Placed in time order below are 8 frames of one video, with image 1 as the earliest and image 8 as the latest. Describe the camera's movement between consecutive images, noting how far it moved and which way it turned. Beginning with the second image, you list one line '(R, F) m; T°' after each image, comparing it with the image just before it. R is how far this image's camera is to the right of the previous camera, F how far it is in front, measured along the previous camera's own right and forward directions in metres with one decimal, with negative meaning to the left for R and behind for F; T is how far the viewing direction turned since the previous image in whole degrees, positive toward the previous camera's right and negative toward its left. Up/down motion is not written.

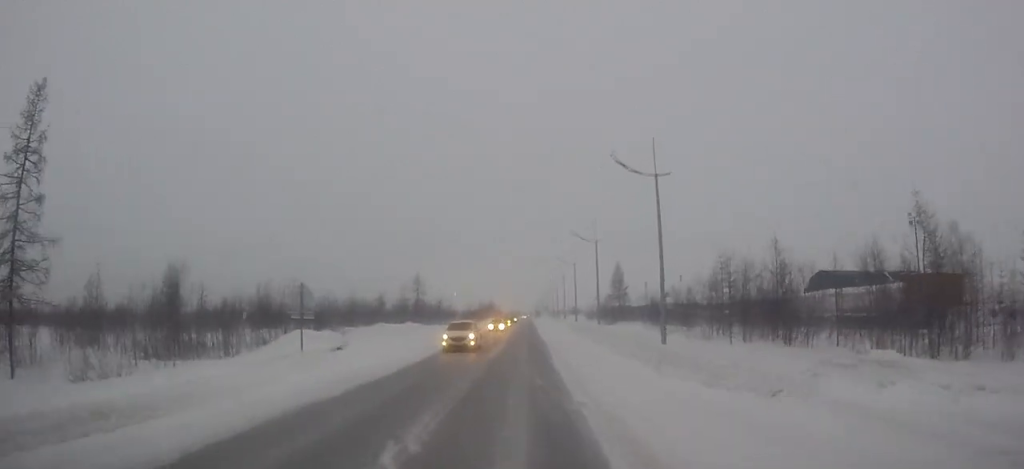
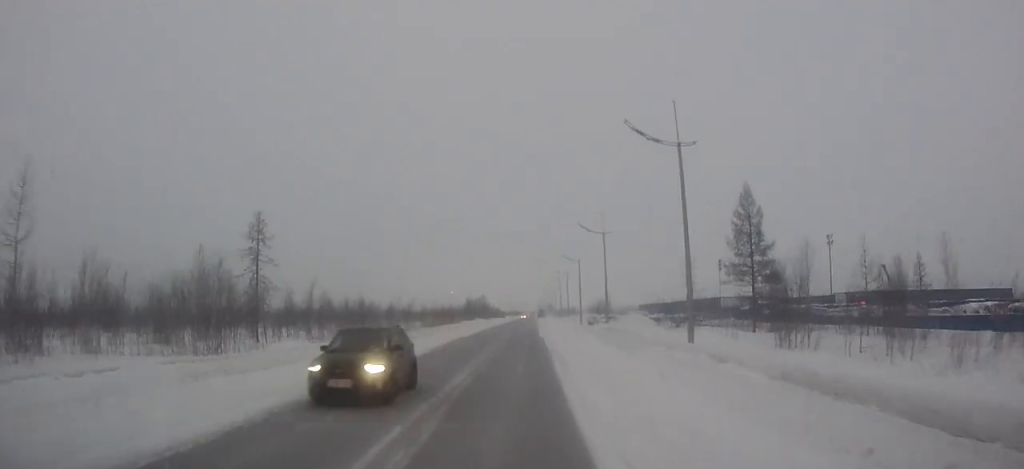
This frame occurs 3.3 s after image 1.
(-0.1, +64.6) m; 0°
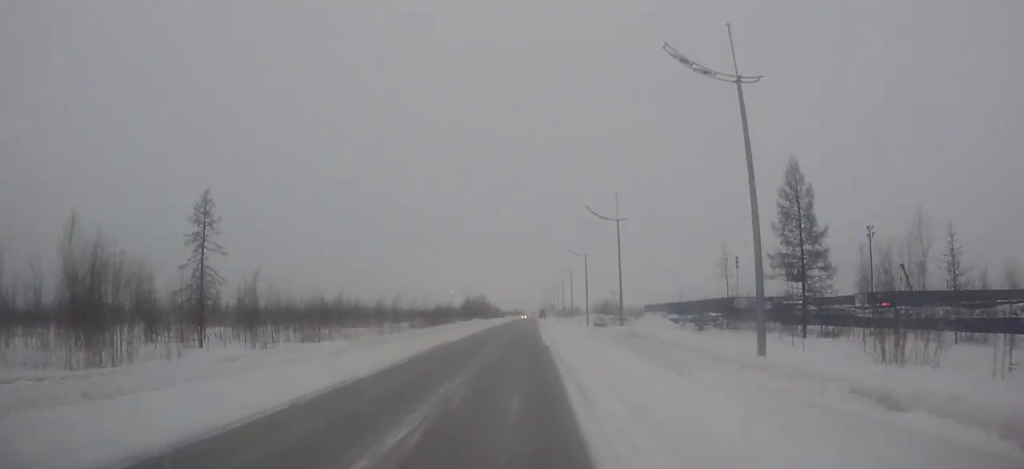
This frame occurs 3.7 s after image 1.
(0.0, +8.4) m; 0°
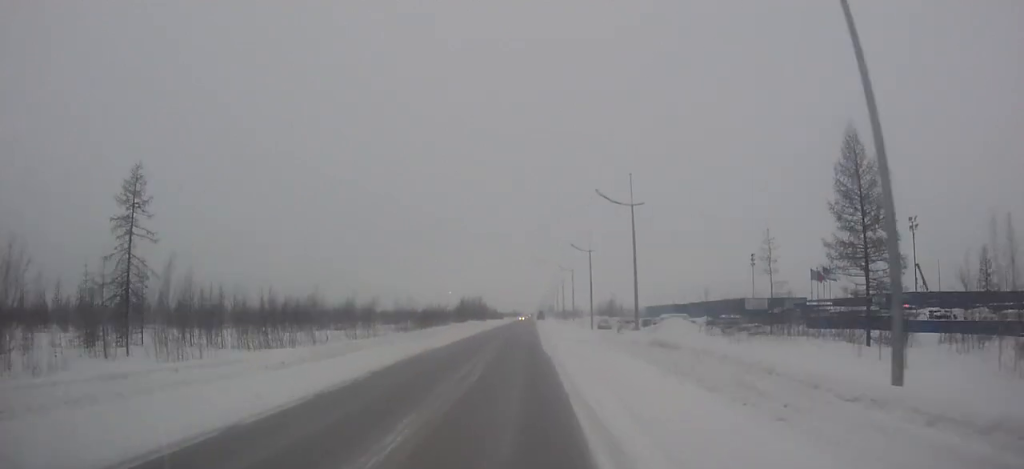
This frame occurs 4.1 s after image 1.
(0.0, +7.7) m; 0°
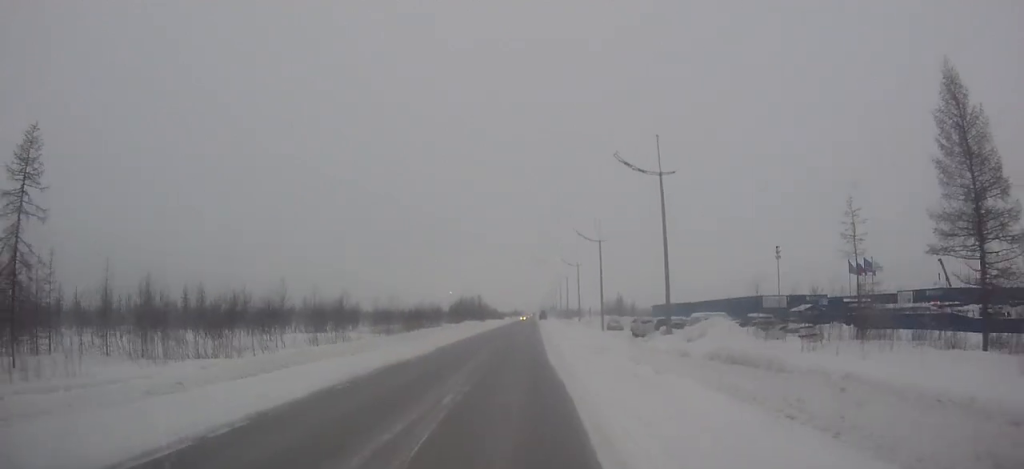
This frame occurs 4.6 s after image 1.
(0.0, +9.0) m; 0°
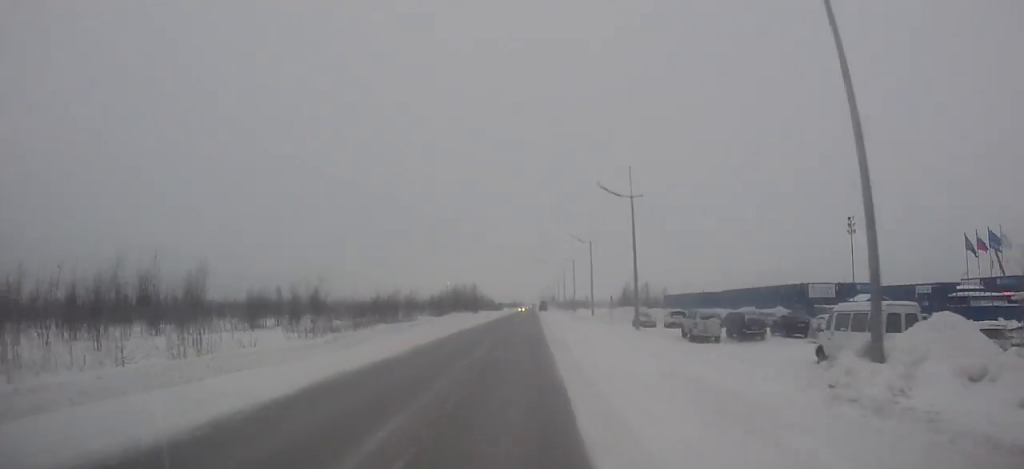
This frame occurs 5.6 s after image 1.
(0.0, +20.0) m; 0°
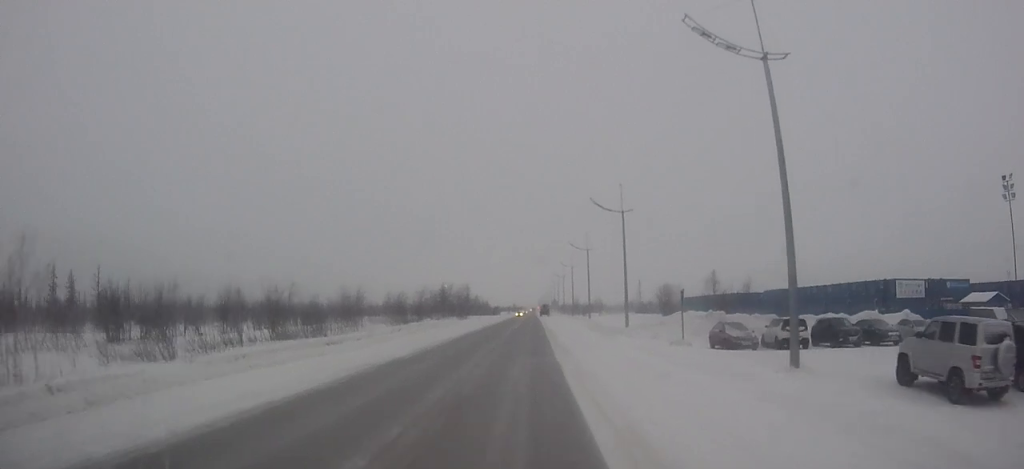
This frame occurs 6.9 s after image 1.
(0.0, +25.2) m; 0°
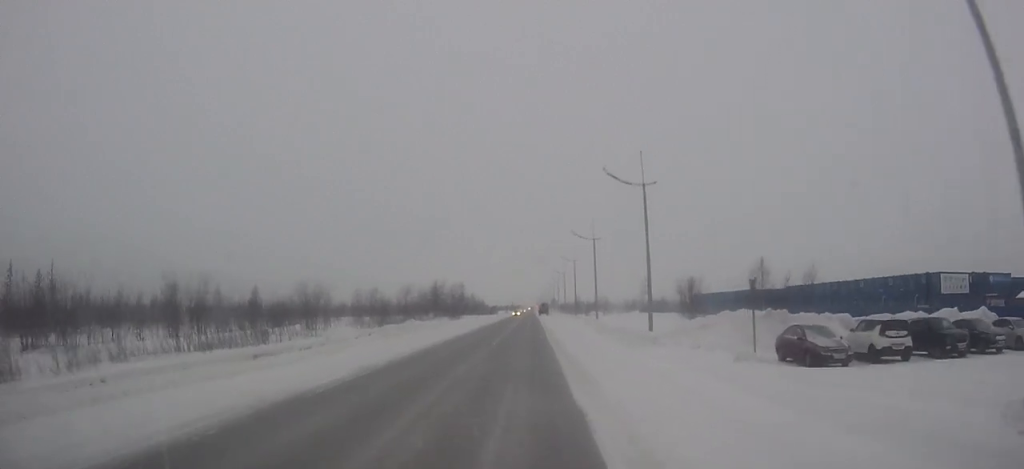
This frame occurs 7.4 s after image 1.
(0.0, +9.7) m; 0°
